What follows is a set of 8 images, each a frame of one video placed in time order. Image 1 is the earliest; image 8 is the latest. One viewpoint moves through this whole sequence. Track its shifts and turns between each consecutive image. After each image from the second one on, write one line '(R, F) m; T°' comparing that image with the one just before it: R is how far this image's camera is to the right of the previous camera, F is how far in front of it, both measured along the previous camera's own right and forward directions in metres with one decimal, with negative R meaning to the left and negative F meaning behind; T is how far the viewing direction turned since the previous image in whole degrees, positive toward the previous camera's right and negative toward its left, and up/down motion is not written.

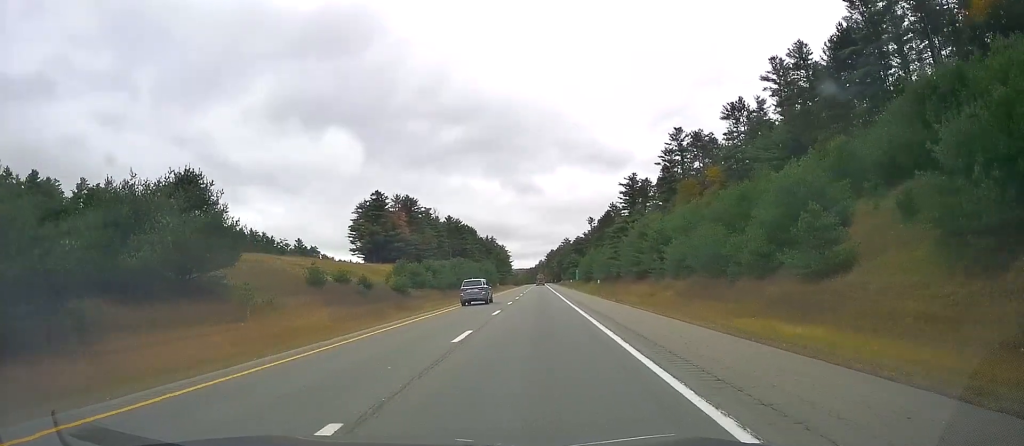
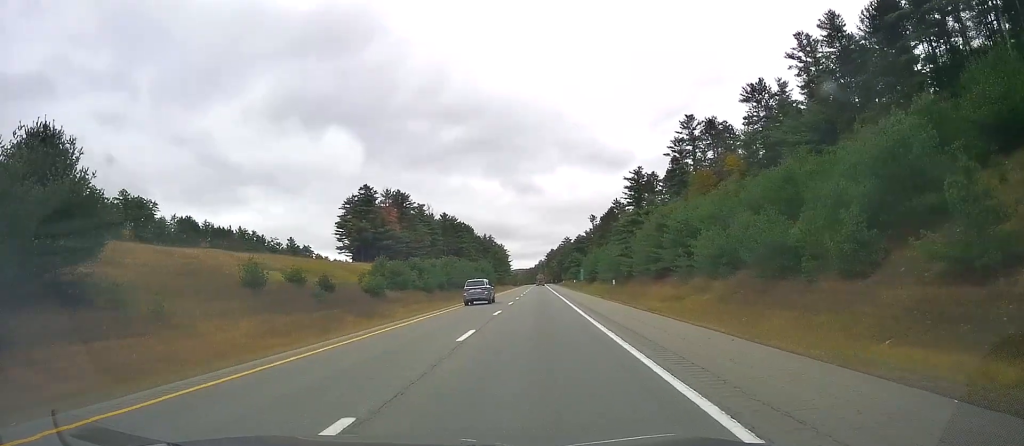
(0.0, +11.9) m; 0°
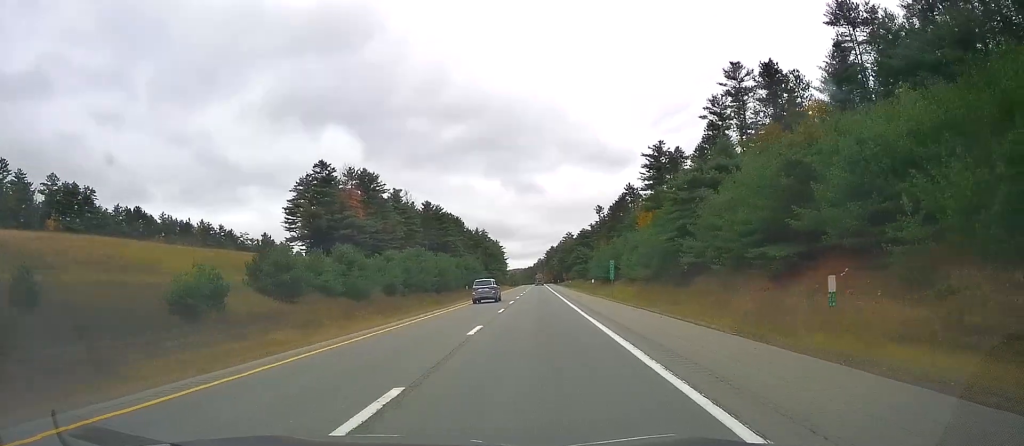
(-0.3, +34.6) m; 0°
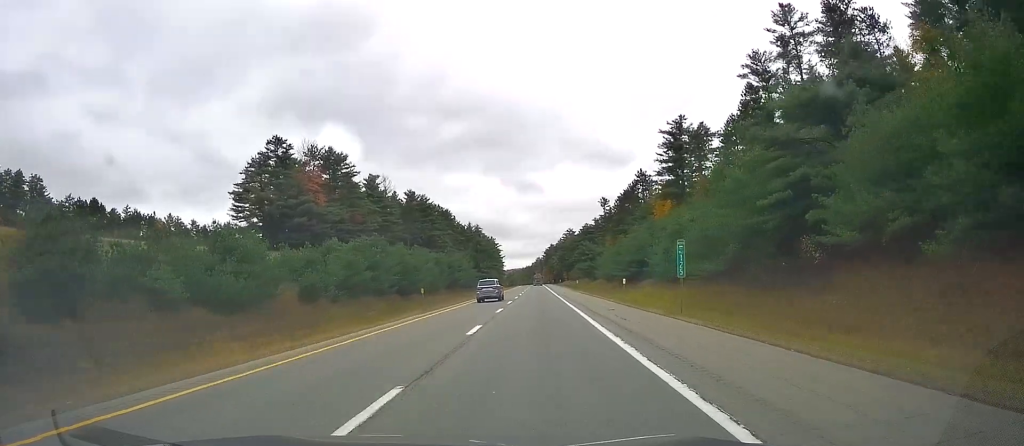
(+0.3, +24.1) m; +1°
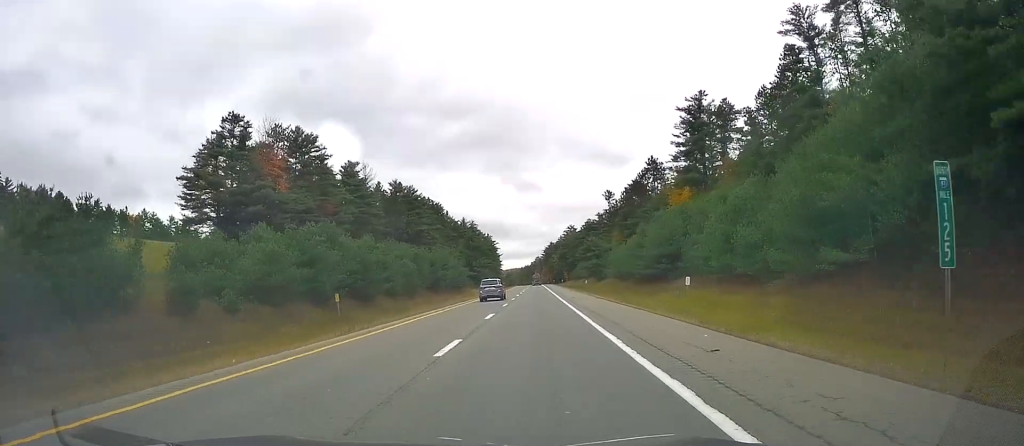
(0.0, +17.2) m; 0°
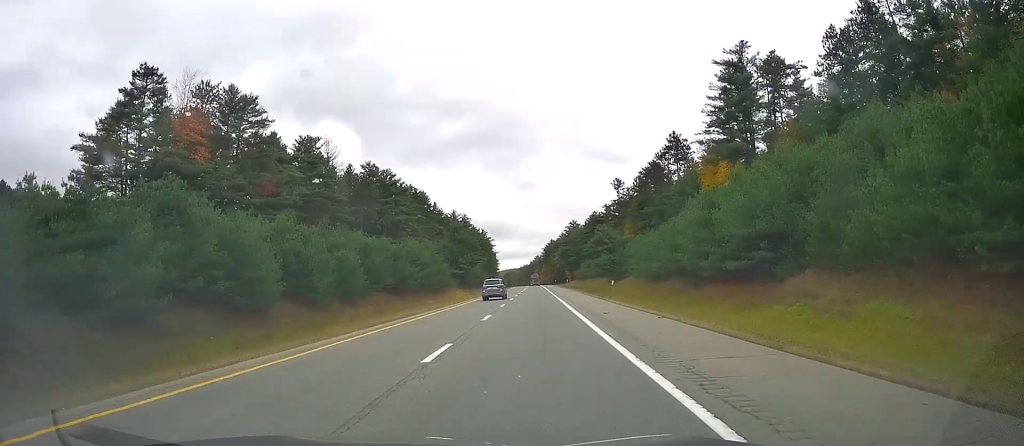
(-0.1, +25.2) m; 0°
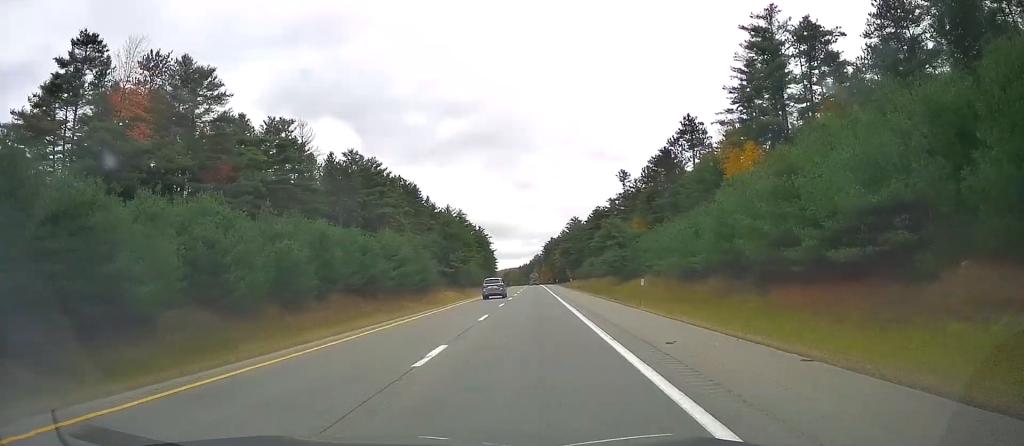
(-0.2, +12.8) m; 0°
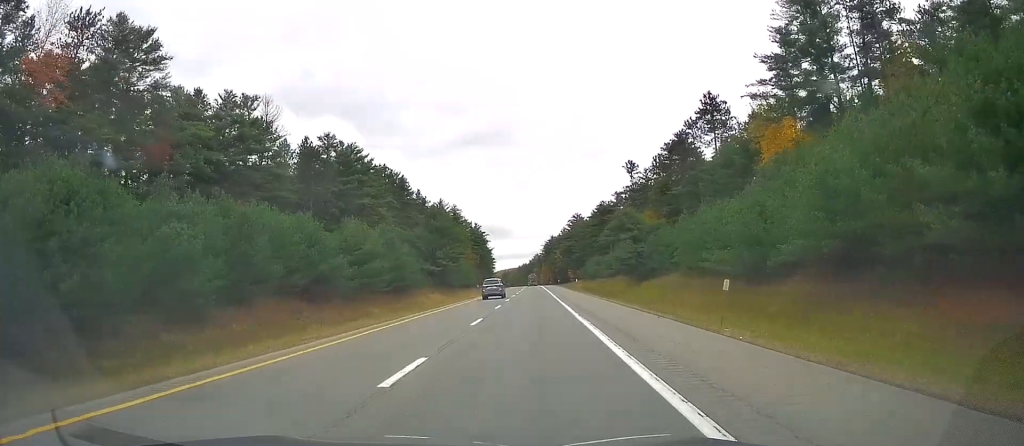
(-0.1, +14.3) m; 0°
